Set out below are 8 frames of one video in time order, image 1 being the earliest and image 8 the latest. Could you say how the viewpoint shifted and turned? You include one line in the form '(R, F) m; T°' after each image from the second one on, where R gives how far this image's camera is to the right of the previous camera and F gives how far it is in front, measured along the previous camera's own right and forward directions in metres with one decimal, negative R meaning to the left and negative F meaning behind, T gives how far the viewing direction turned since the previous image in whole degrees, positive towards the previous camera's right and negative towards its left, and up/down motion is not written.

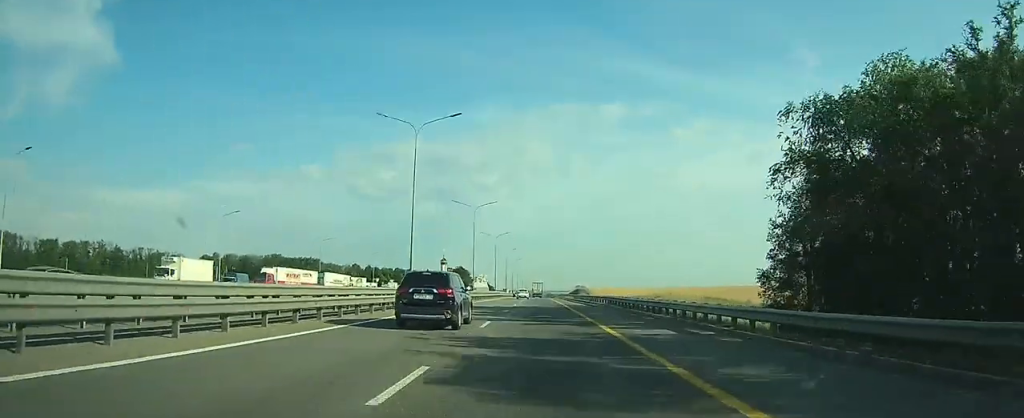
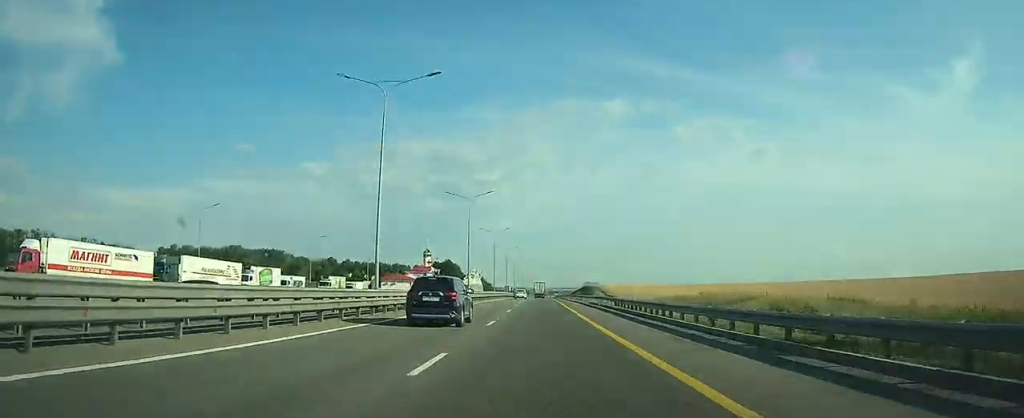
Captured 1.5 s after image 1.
(+0.2, +45.9) m; 0°
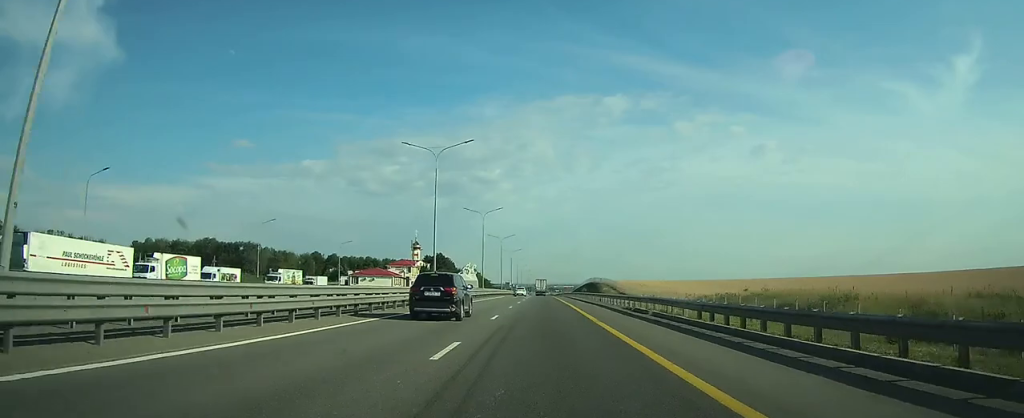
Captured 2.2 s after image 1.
(0.0, +22.5) m; 0°
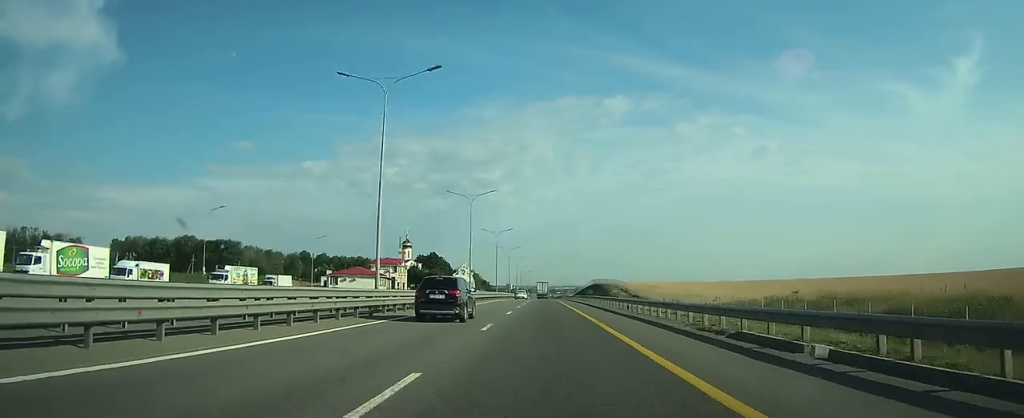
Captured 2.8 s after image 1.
(0.0, +16.4) m; 0°
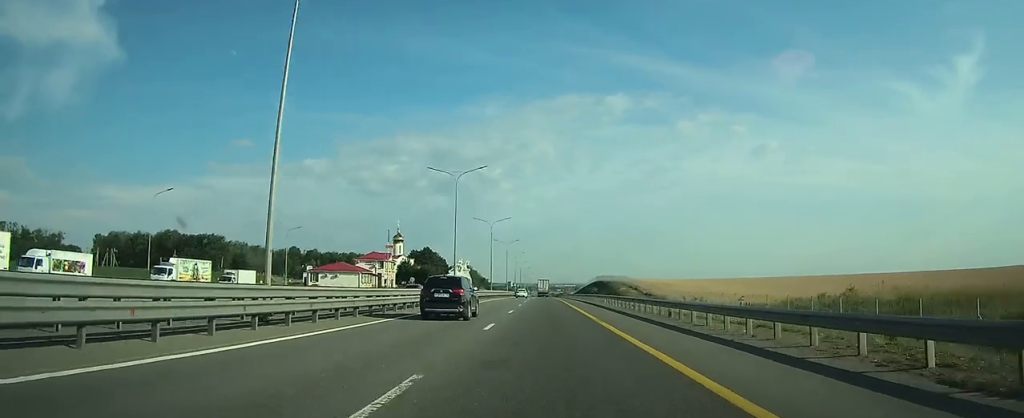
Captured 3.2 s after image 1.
(0.0, +12.3) m; 0°
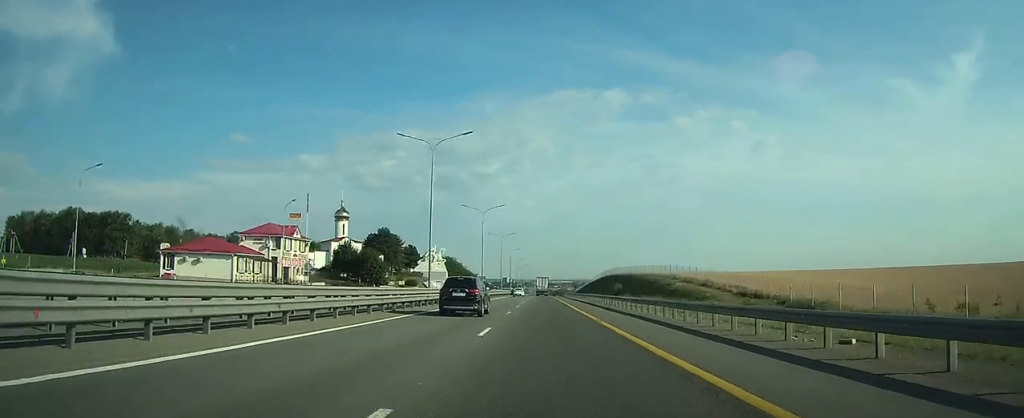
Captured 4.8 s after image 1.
(-0.1, +50.5) m; 0°
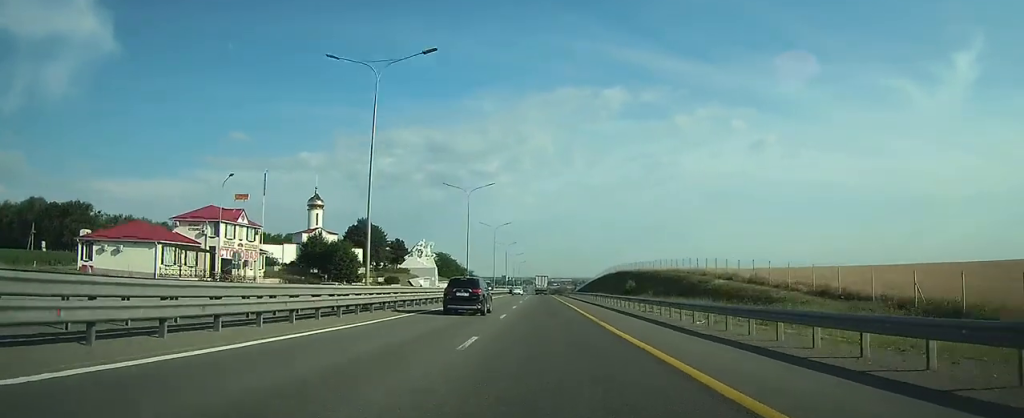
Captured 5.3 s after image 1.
(0.0, +15.6) m; 0°
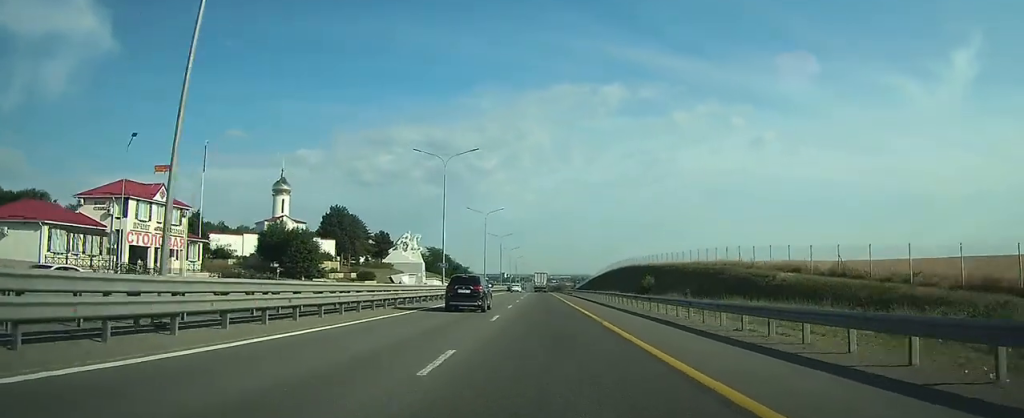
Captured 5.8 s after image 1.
(0.0, +15.6) m; 0°
